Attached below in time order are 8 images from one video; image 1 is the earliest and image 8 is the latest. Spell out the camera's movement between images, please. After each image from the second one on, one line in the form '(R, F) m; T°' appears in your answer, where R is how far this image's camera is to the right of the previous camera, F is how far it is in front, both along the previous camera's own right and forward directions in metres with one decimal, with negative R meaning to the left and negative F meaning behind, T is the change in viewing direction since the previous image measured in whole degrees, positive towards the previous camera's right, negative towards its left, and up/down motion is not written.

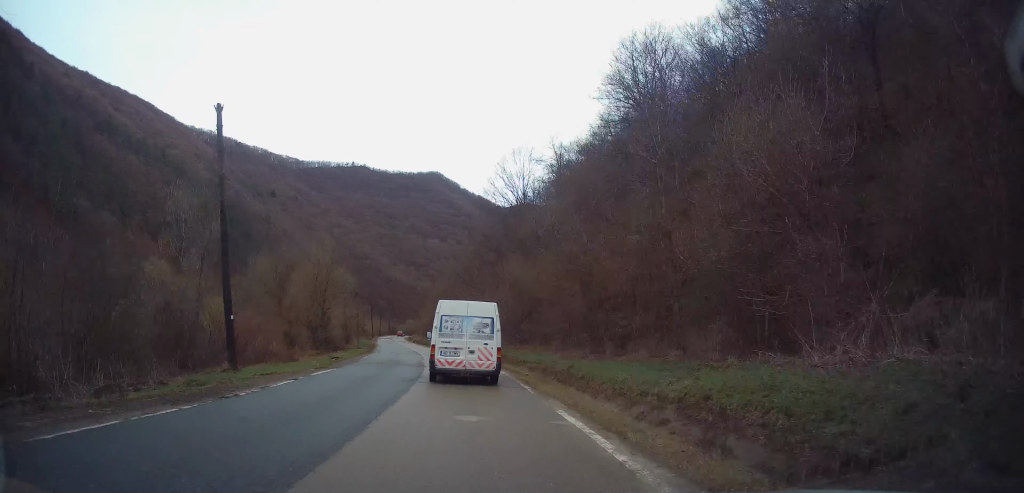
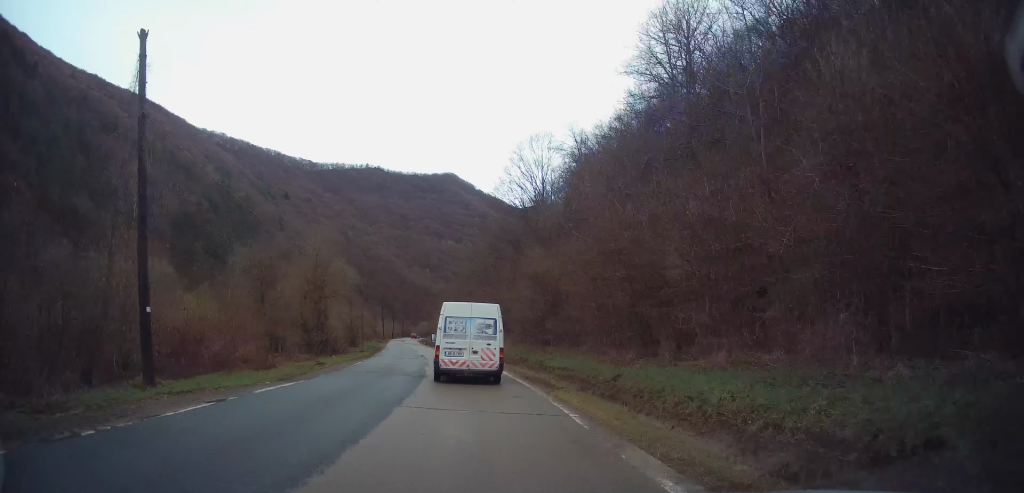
(0.0, +5.4) m; -1°
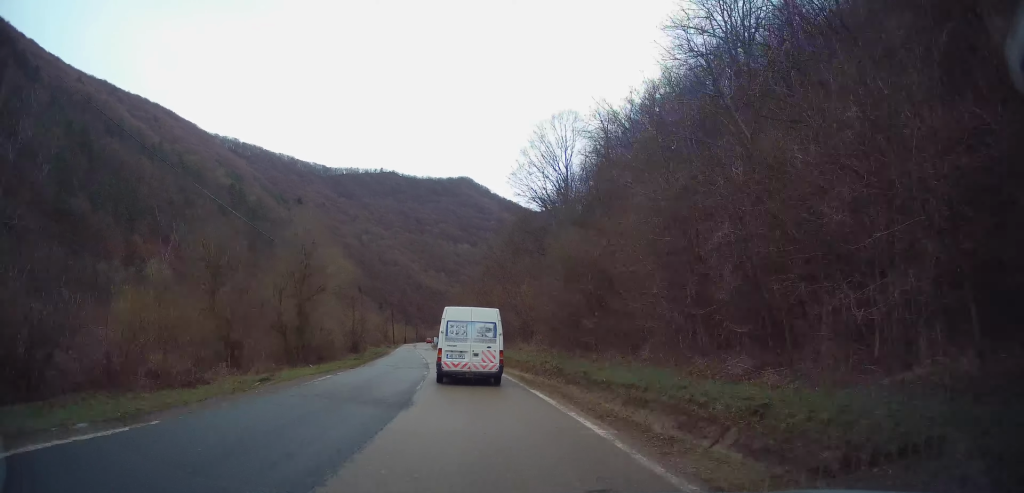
(-0.1, +8.0) m; -2°
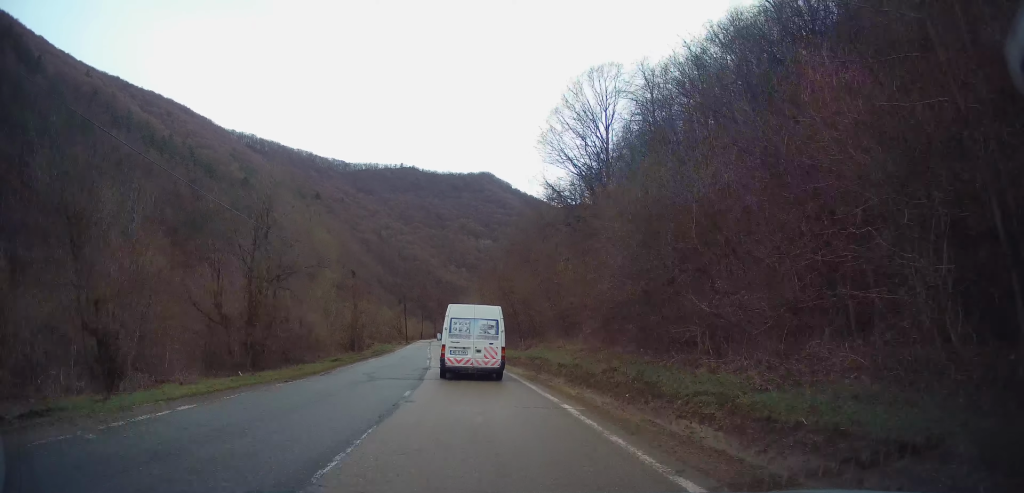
(-0.2, +10.2) m; -2°
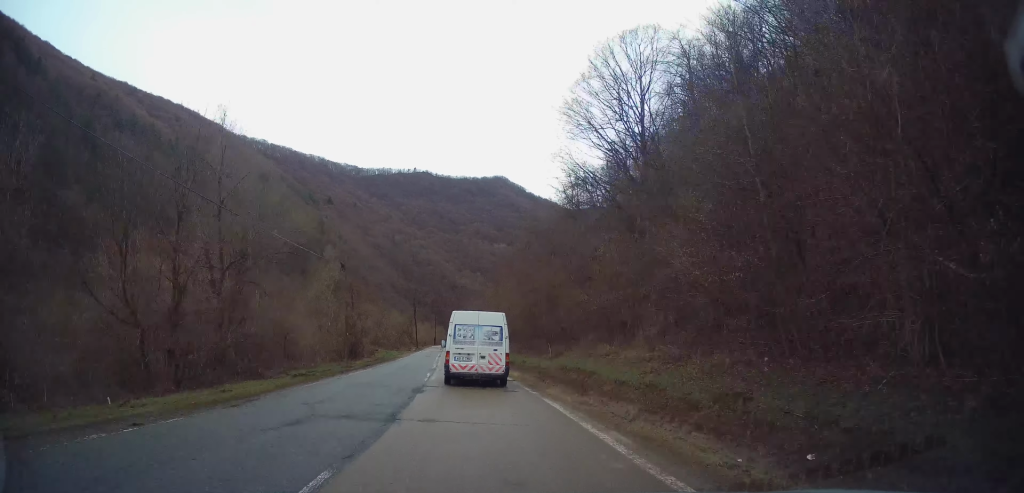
(-0.1, +7.3) m; -2°
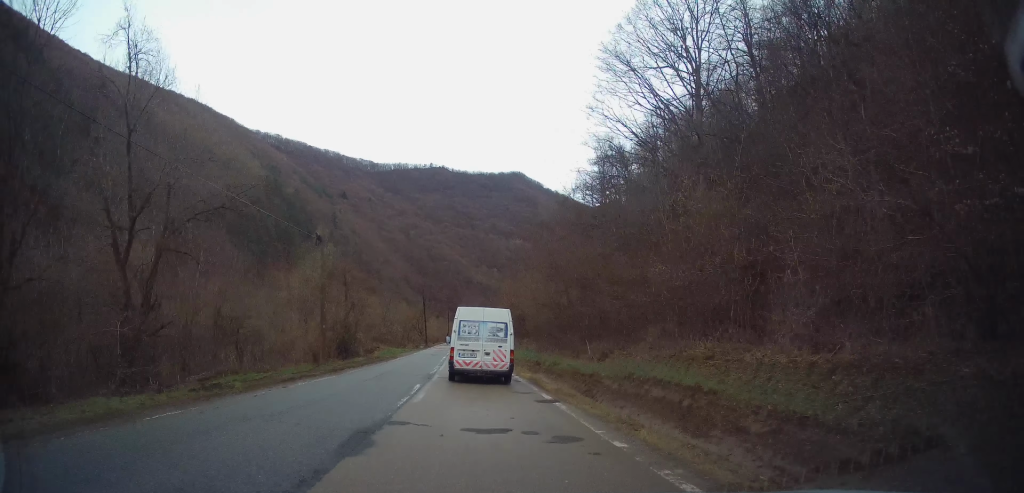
(-0.1, +7.9) m; -2°
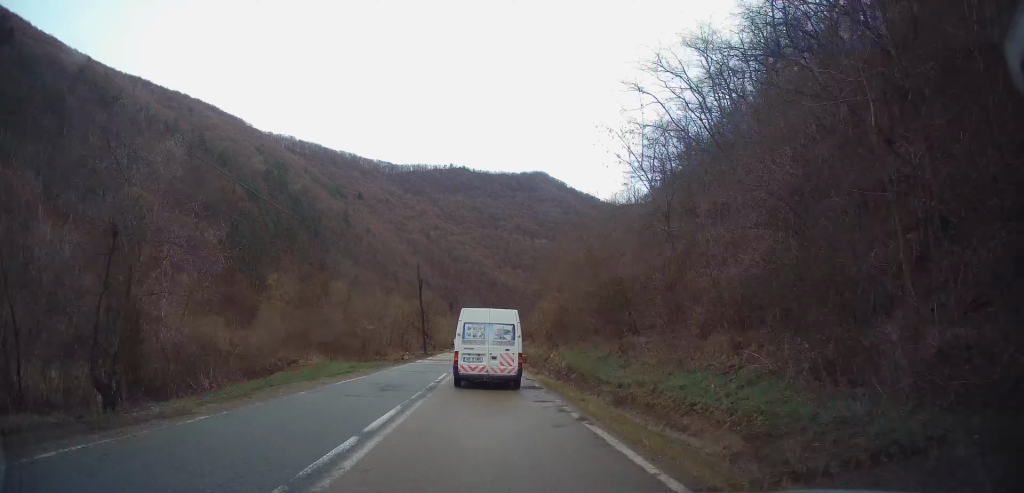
(-1.4, +29.8) m; -3°
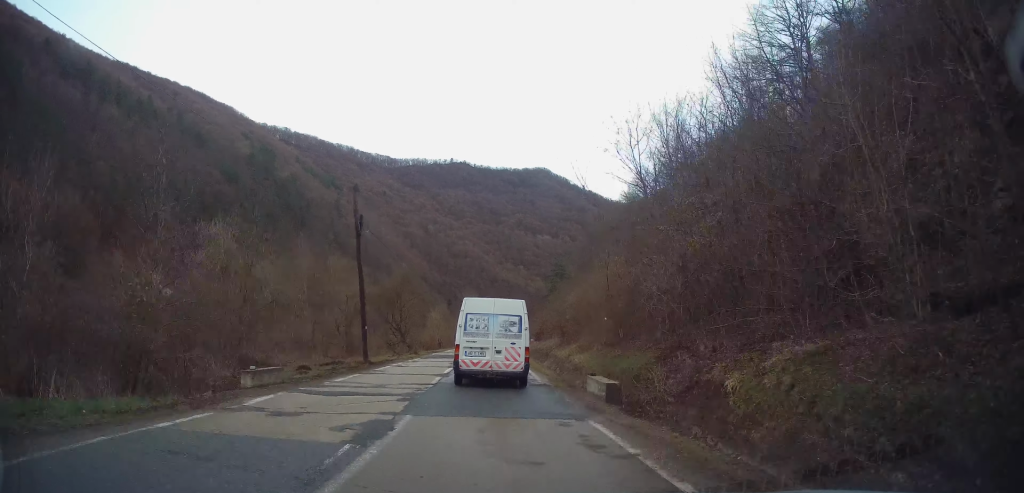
(0.0, +24.0) m; +1°
